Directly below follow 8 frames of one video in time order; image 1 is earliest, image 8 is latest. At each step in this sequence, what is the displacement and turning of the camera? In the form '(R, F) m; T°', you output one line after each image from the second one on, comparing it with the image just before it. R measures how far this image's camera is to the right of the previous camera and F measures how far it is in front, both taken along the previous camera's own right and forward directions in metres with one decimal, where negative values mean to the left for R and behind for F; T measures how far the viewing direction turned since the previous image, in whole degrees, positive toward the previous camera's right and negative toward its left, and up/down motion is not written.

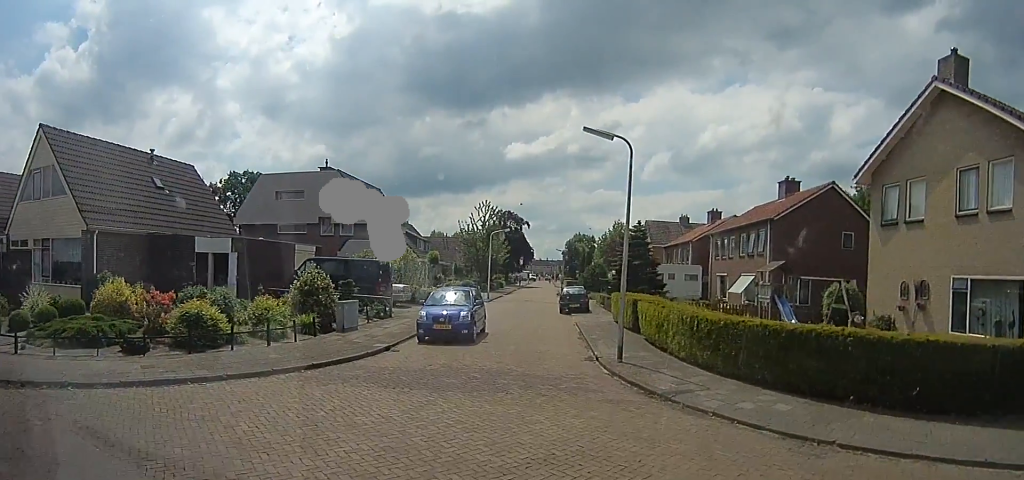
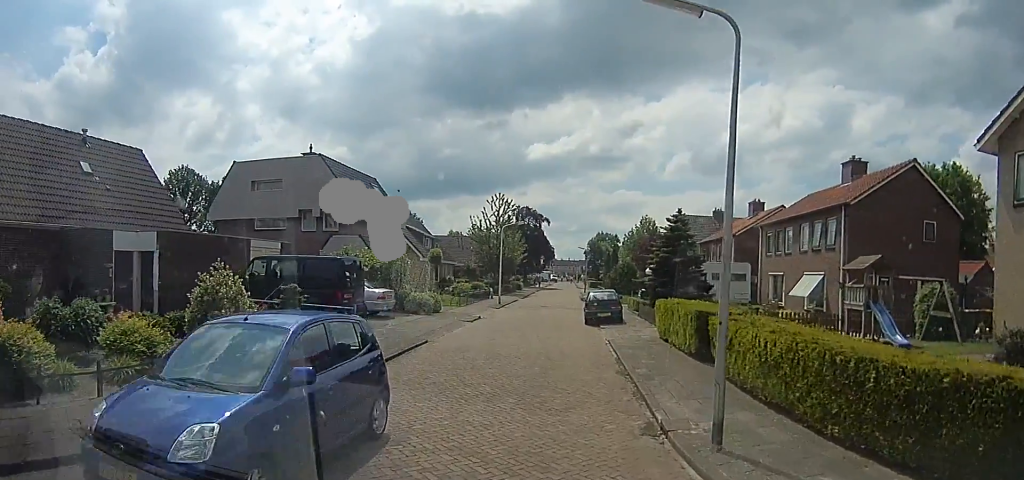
(+0.9, +5.4) m; +6°
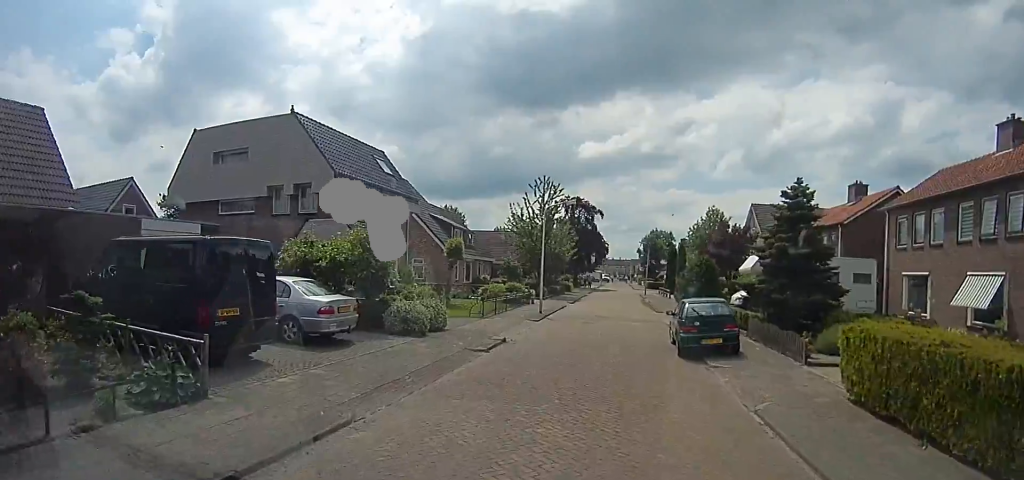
(-1.4, +7.8) m; -13°
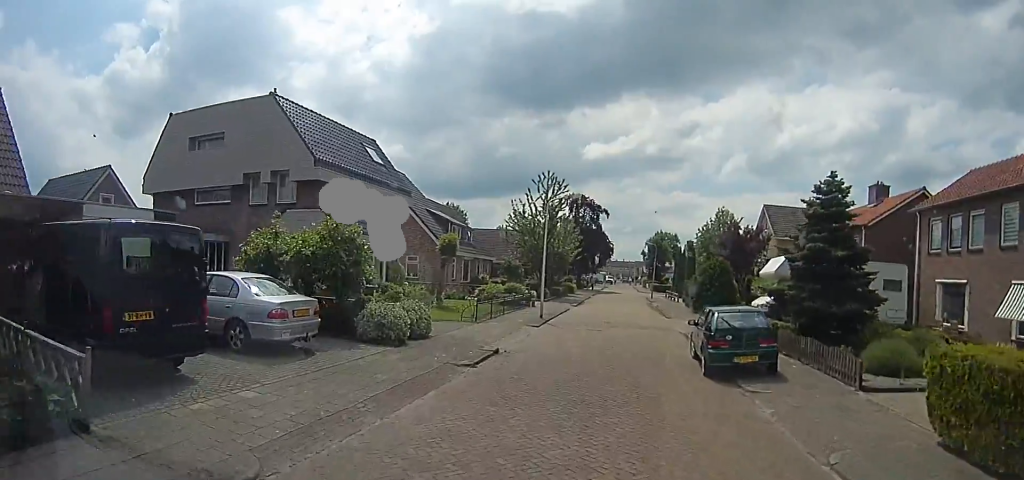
(0.0, +2.1) m; 0°
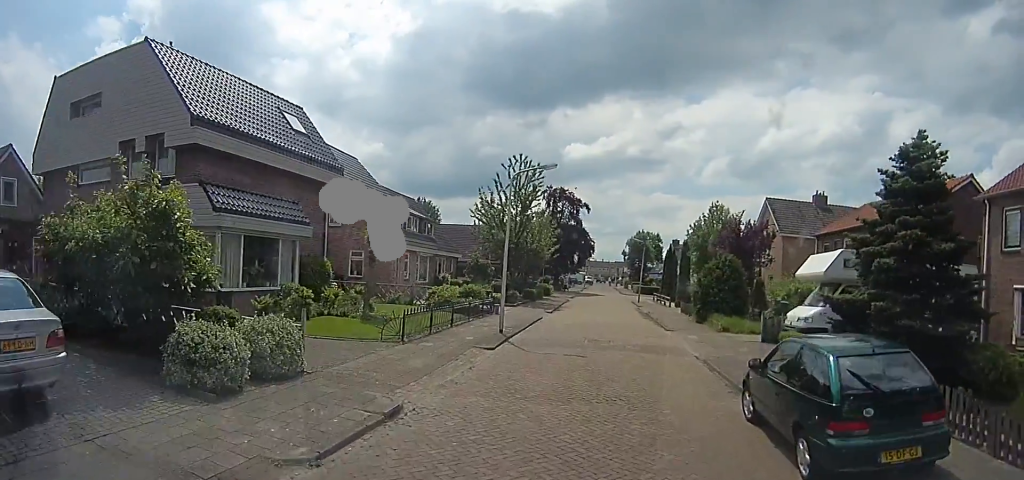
(0.0, +5.8) m; 0°
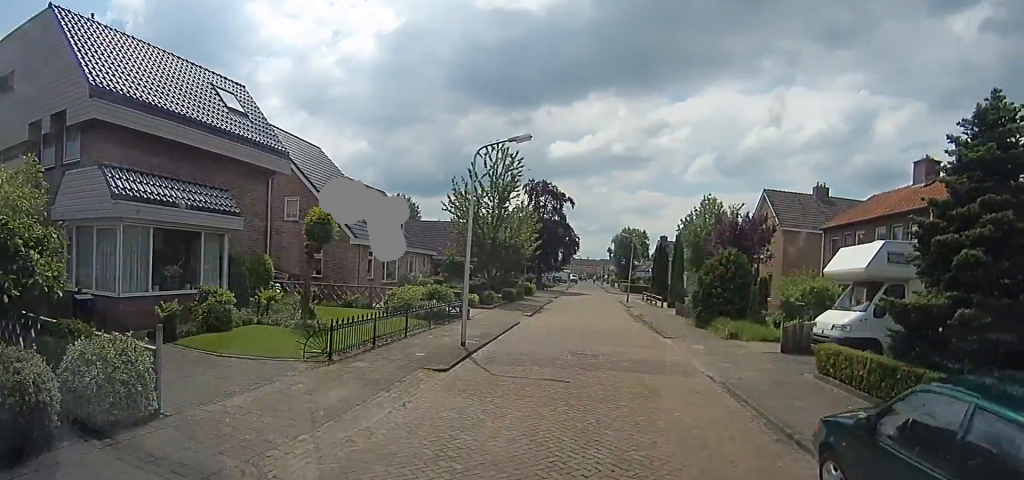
(0.0, +3.1) m; +4°
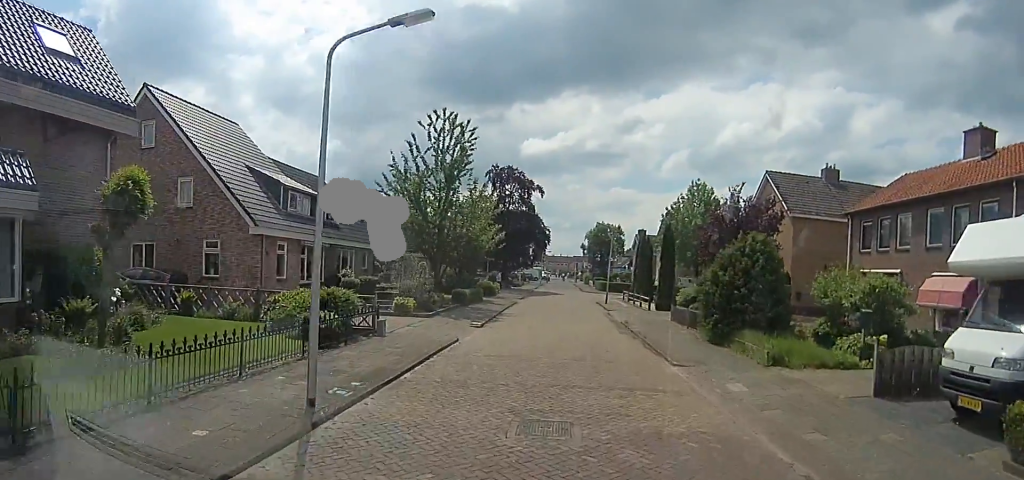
(+0.4, +6.0) m; +5°
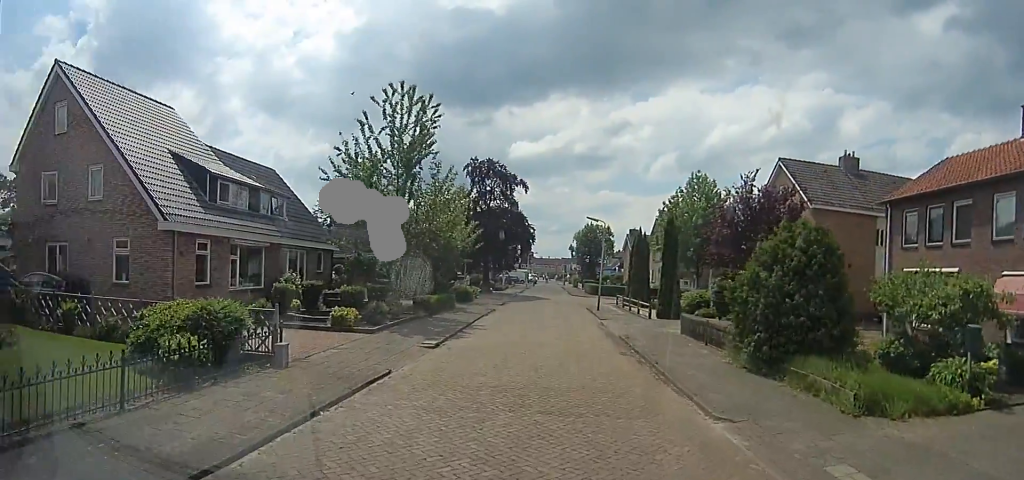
(+0.4, +4.3) m; 0°
